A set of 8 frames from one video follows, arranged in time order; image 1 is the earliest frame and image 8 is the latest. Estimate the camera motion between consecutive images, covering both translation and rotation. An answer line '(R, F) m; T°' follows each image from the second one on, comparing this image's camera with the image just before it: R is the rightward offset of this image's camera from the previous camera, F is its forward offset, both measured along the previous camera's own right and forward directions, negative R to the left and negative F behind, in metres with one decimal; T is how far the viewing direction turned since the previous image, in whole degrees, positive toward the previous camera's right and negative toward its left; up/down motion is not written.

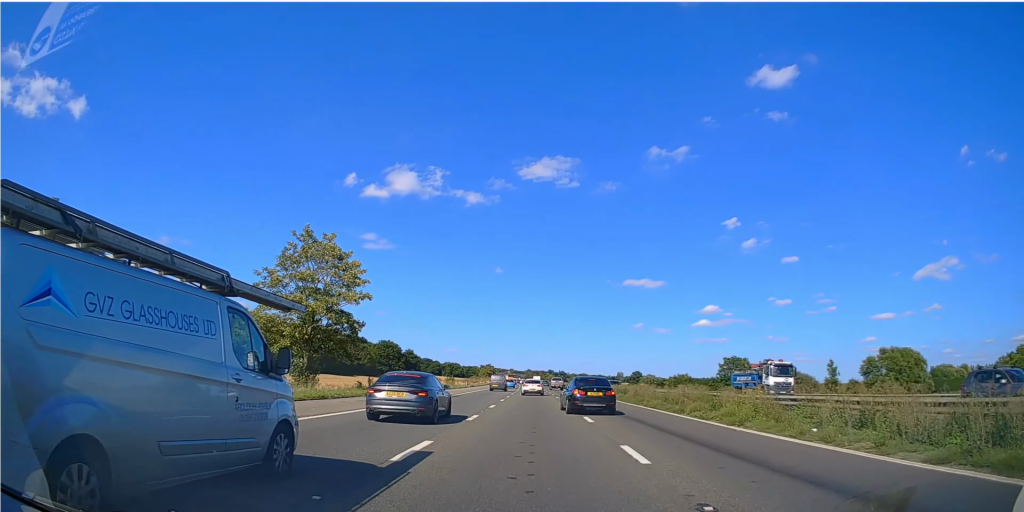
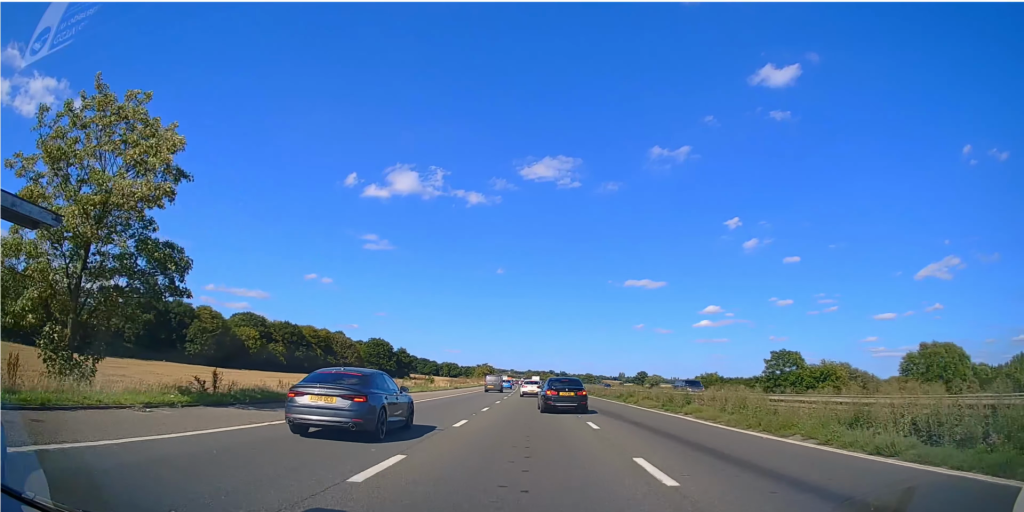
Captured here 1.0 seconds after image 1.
(0.0, +19.3) m; 0°
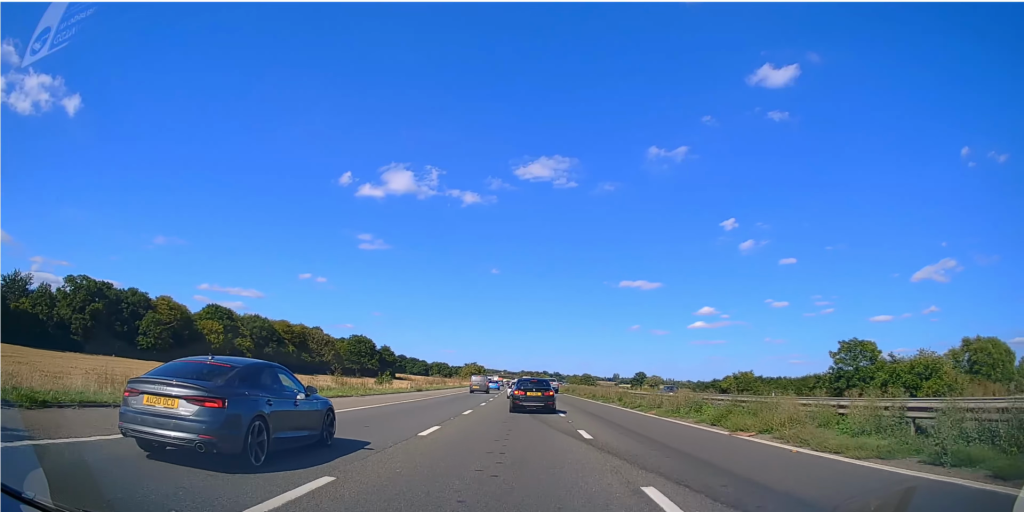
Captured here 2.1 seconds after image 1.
(0.0, +20.3) m; 0°
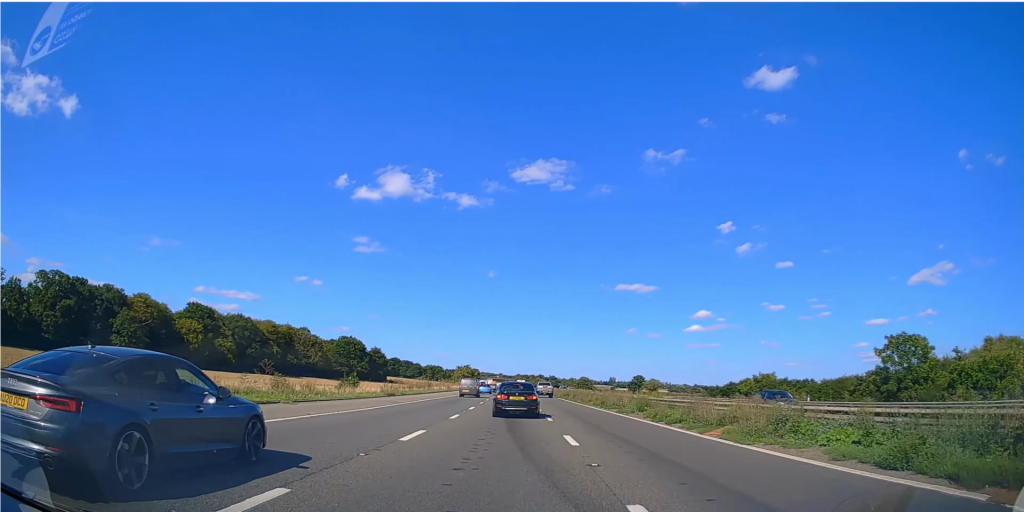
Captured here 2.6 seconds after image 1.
(0.0, +9.5) m; 0°
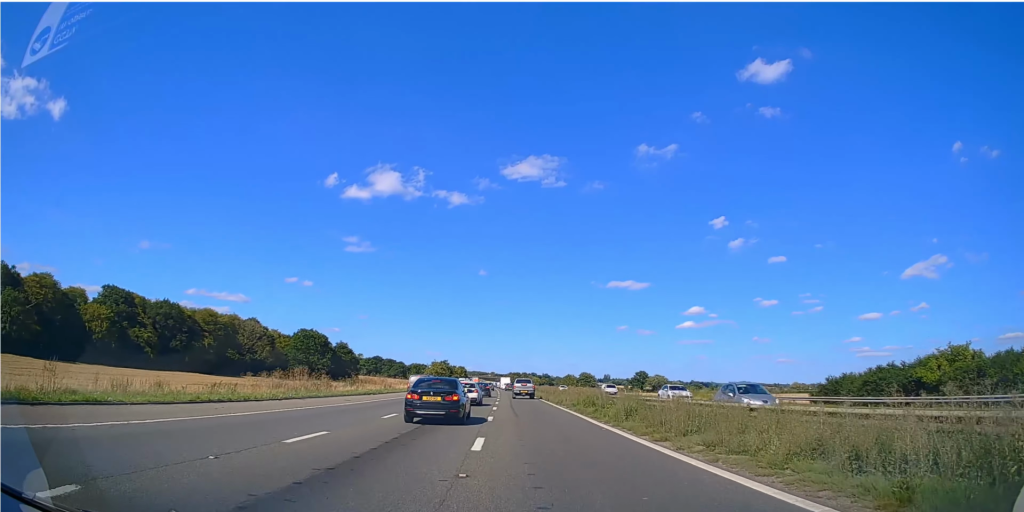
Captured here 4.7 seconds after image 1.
(0.0, +35.8) m; 0°
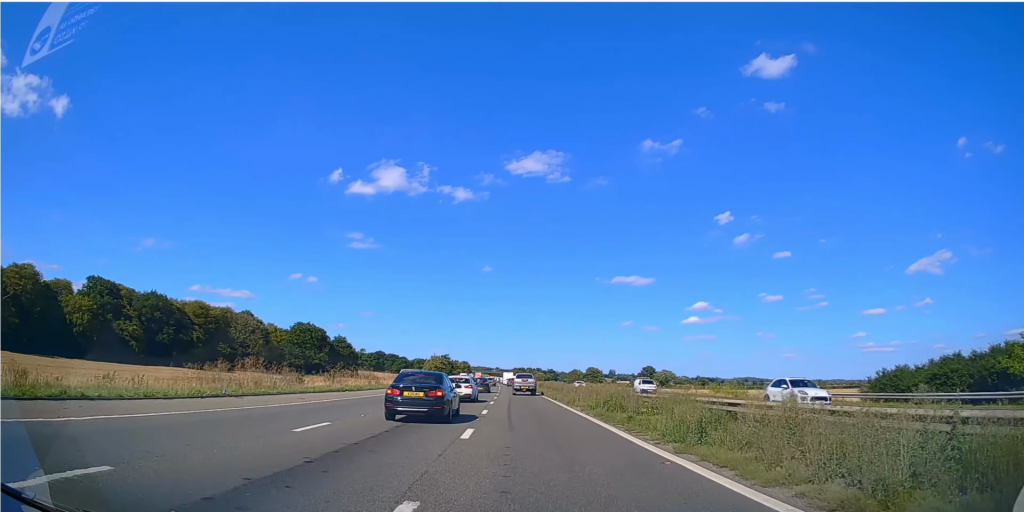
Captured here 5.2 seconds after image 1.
(0.0, +7.5) m; 0°
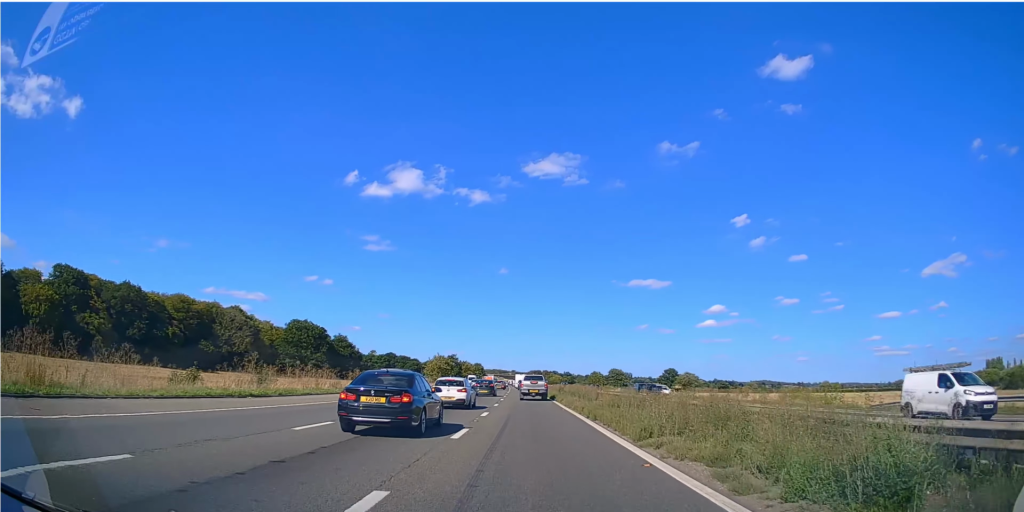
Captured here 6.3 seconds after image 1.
(0.0, +16.9) m; 0°
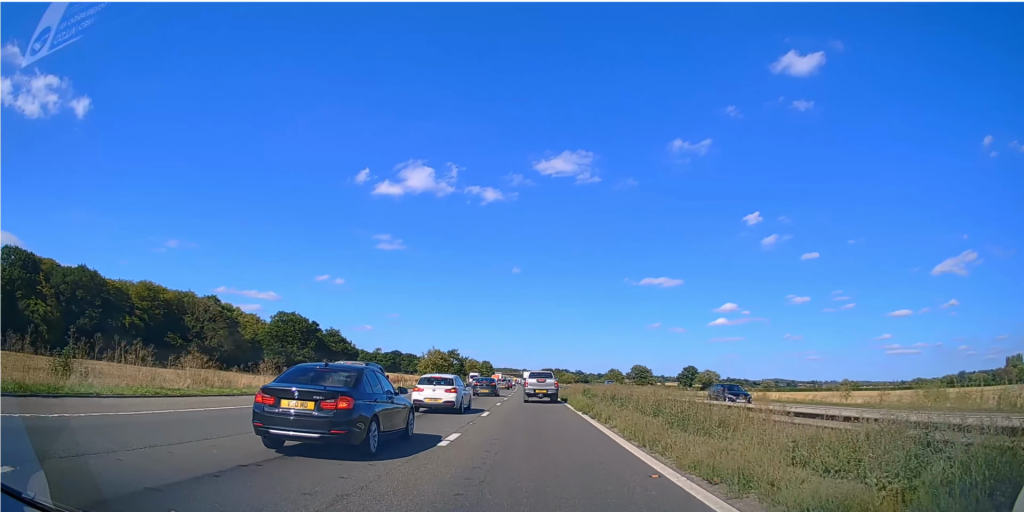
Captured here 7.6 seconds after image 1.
(0.0, +19.2) m; -1°
